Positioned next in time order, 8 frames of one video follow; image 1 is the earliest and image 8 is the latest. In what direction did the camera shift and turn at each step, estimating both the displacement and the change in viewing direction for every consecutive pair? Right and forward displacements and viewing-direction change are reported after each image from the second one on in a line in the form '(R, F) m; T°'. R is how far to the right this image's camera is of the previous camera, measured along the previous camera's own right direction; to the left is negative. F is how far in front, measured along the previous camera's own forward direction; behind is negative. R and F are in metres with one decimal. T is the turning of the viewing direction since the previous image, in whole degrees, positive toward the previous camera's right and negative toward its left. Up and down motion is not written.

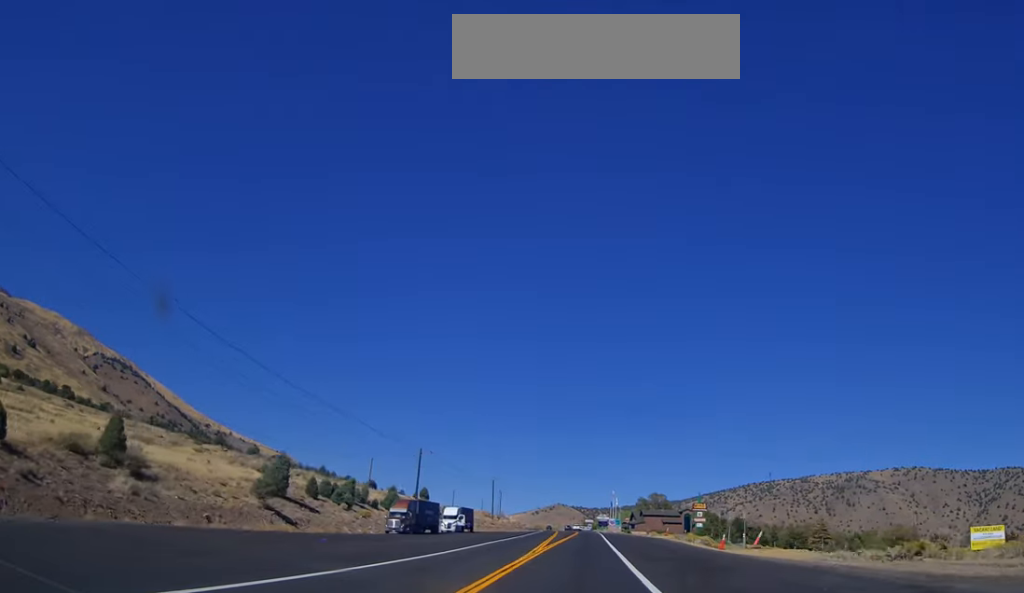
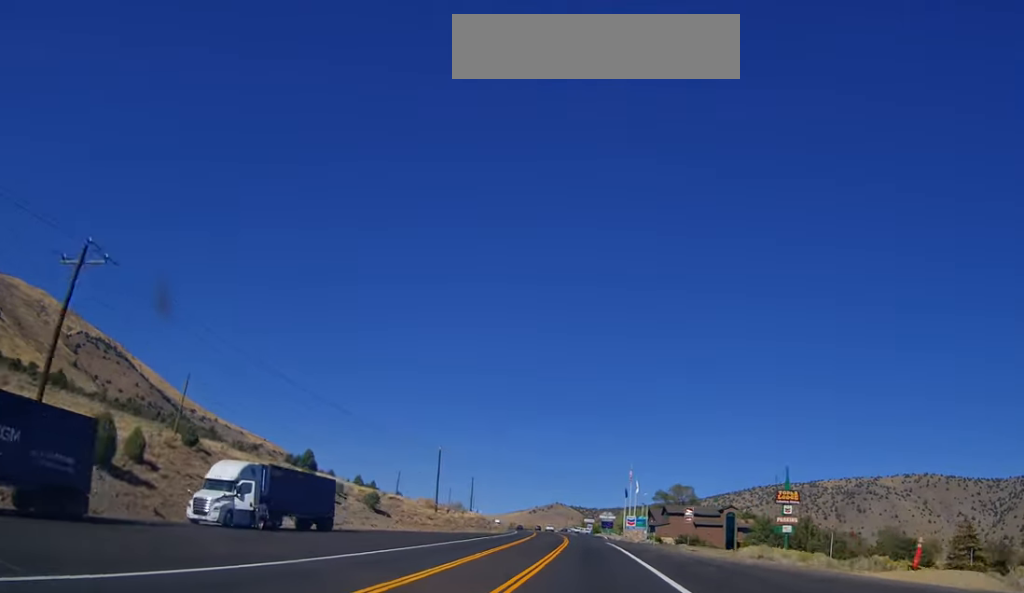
(0.0, +67.7) m; 0°
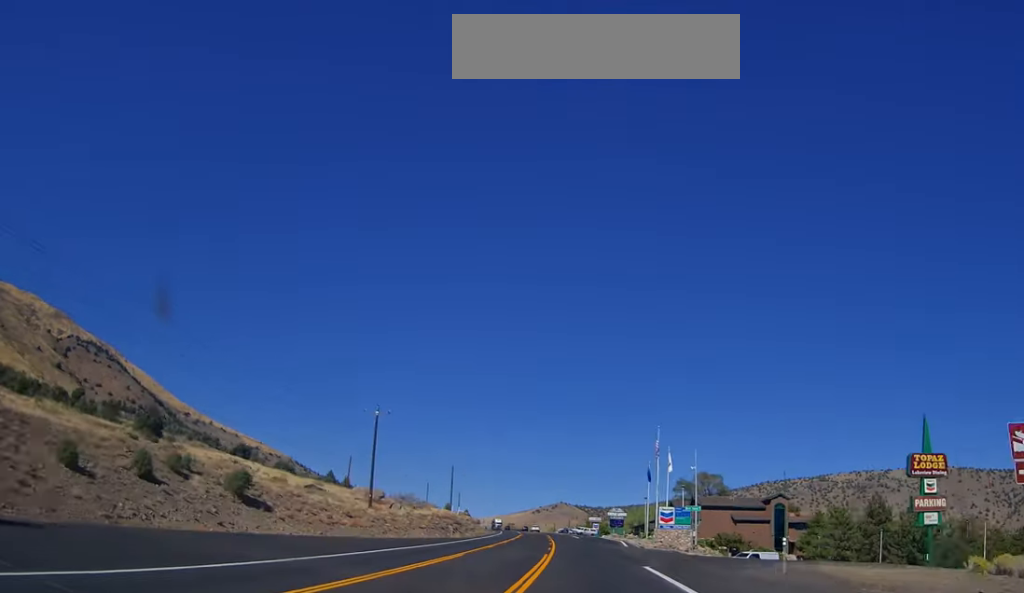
(0.0, +36.7) m; 0°
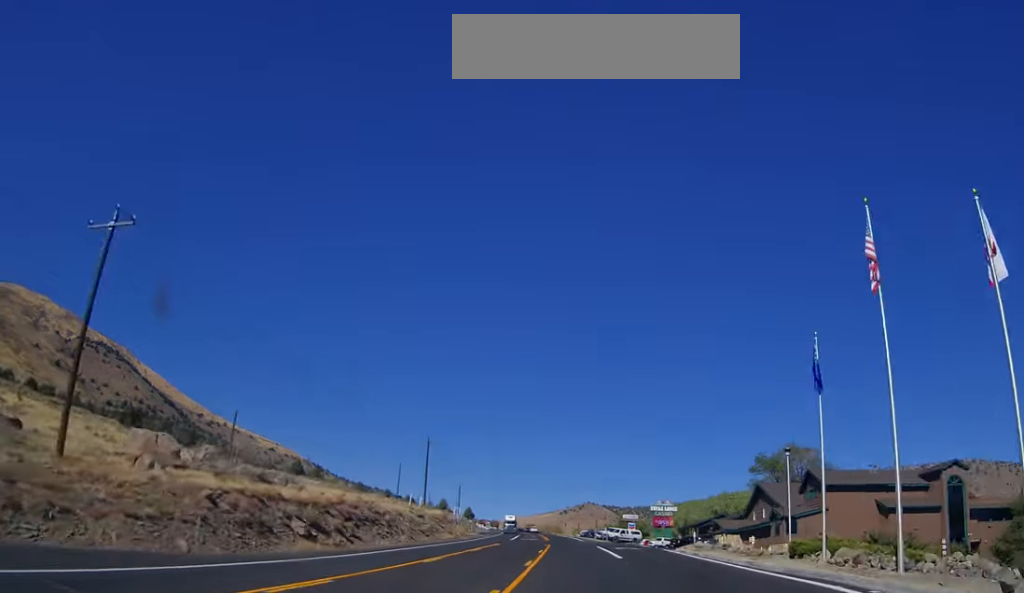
(-0.7, +51.4) m; -3°
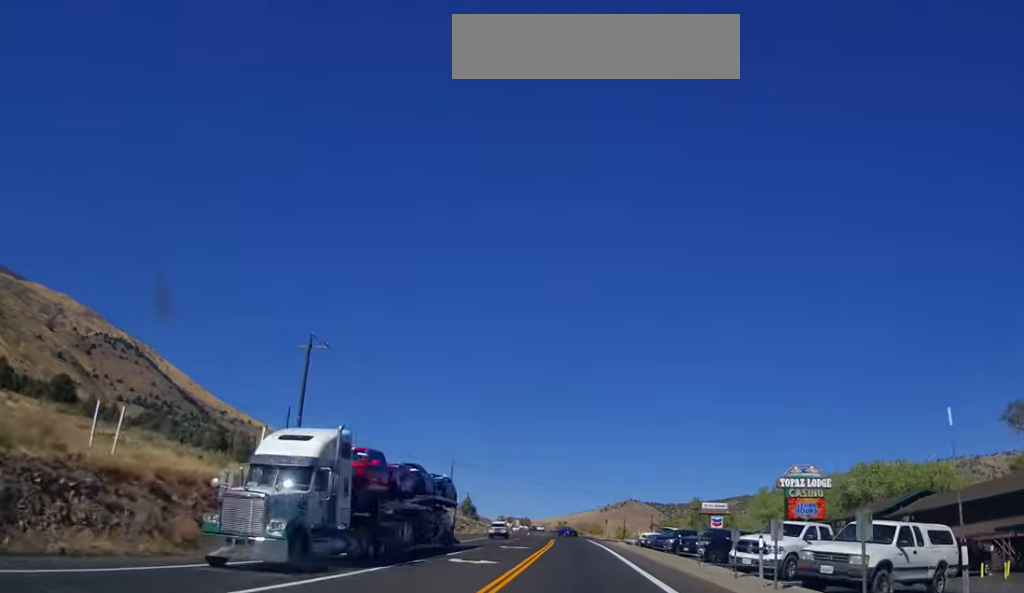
(-1.8, +64.2) m; -3°
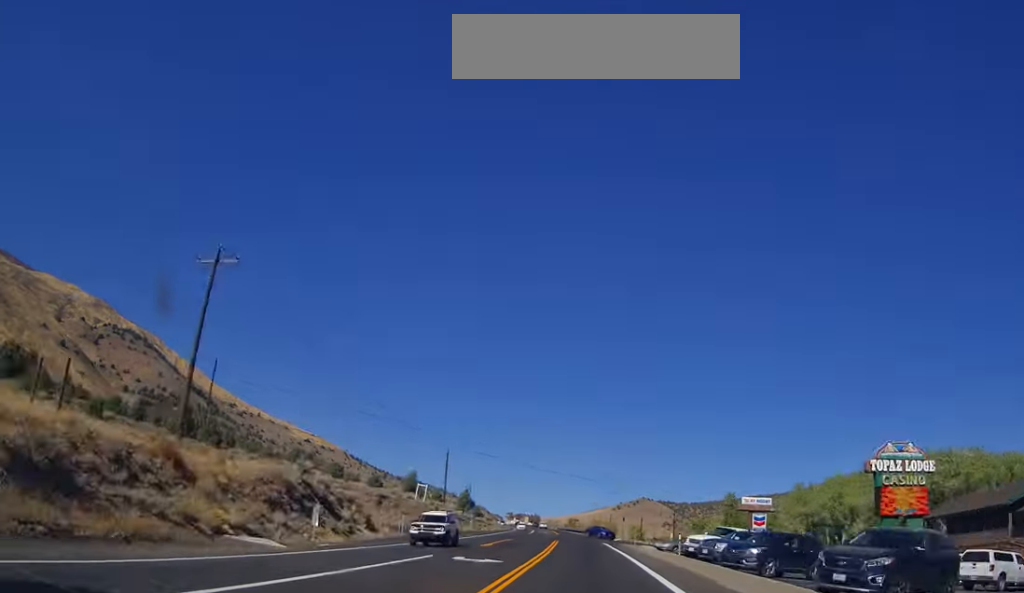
(+0.1, +17.7) m; -1°
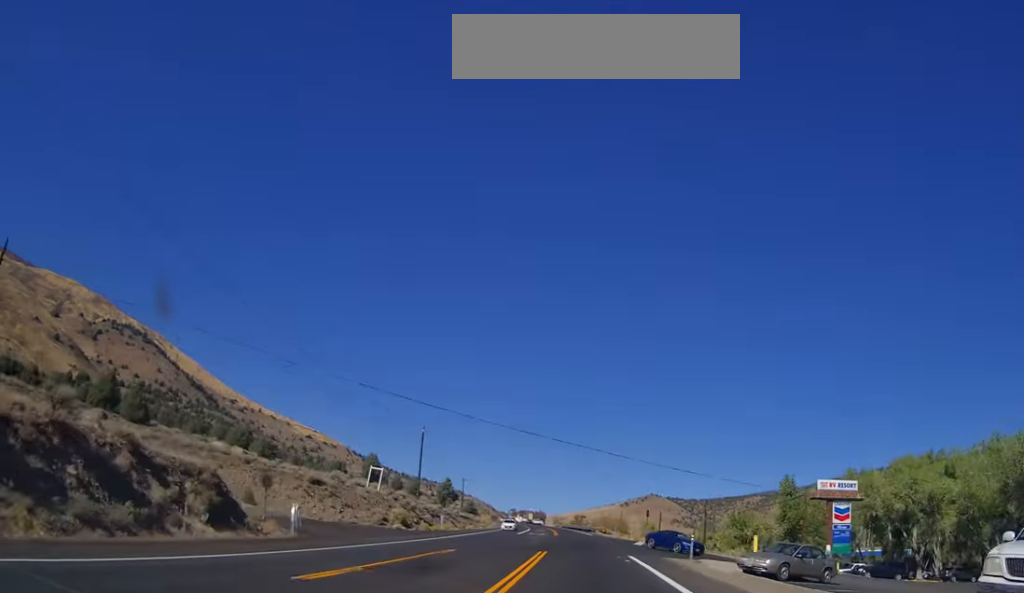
(-0.7, +24.7) m; -1°
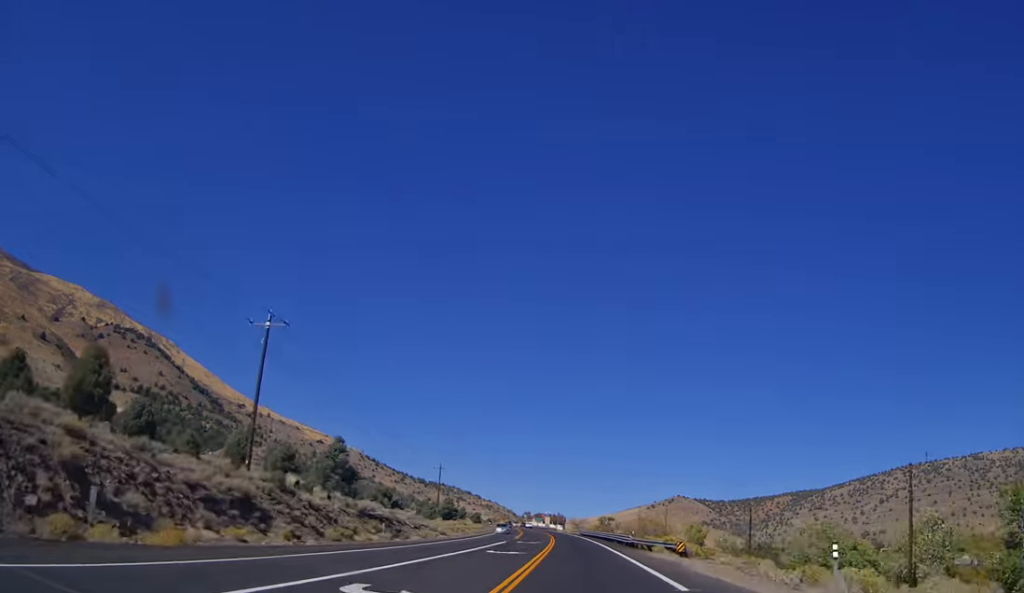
(-0.8, +58.9) m; -3°
